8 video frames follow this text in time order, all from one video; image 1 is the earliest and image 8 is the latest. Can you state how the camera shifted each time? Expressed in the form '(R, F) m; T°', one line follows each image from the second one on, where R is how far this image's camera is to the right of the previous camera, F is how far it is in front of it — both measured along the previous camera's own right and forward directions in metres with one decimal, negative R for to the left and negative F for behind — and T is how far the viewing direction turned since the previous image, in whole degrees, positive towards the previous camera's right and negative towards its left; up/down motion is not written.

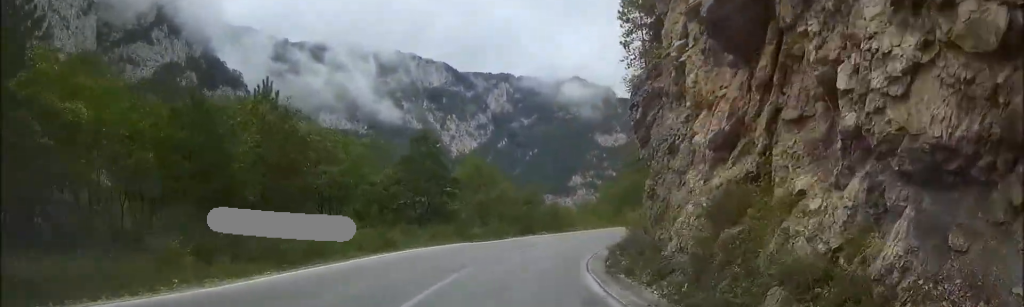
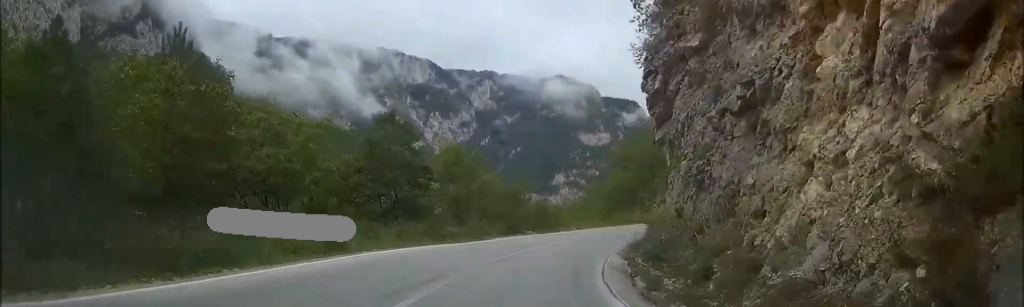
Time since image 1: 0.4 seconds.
(-0.1, +6.3) m; +1°
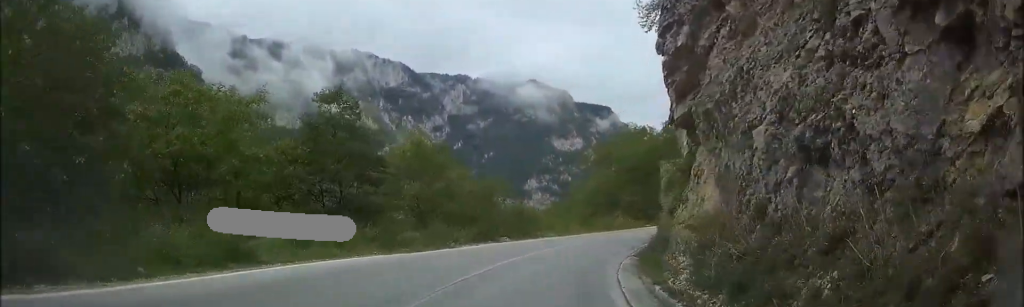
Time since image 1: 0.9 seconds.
(+0.1, +6.2) m; +2°
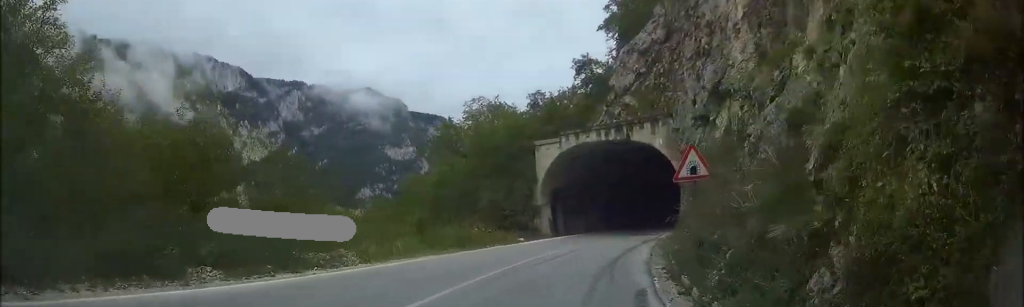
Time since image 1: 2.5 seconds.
(+2.2, +23.0) m; +13°
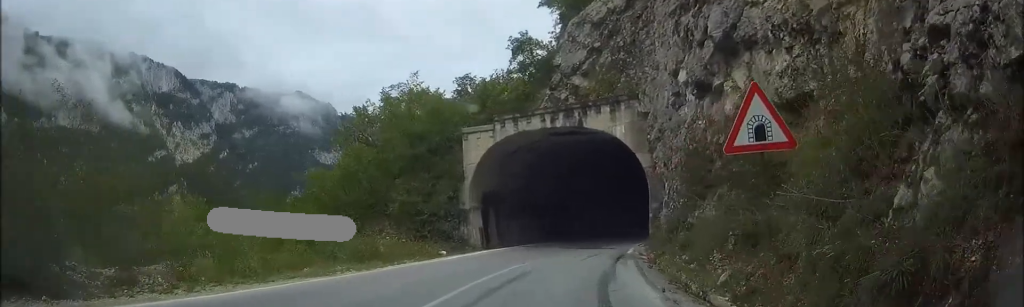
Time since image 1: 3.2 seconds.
(+0.6, +8.7) m; +5°
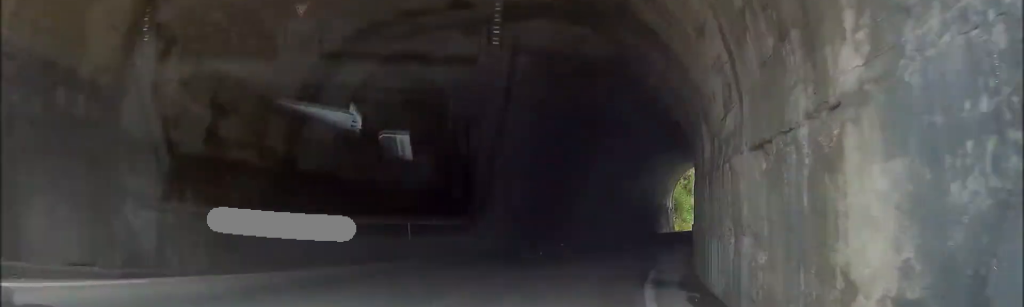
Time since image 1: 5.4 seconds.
(+4.5, +30.1) m; +14°
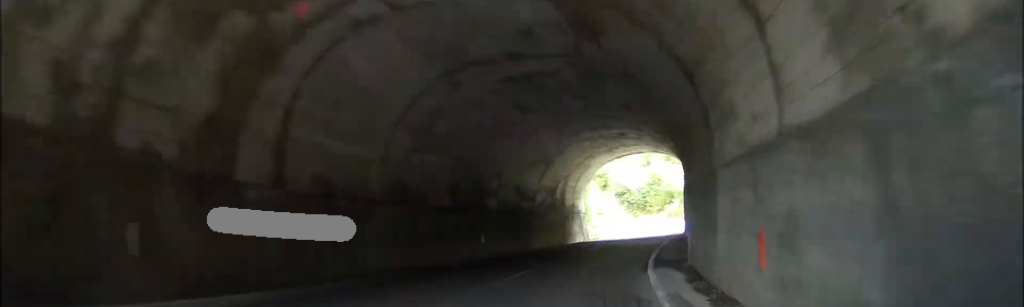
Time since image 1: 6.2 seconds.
(+0.3, +12.0) m; +2°
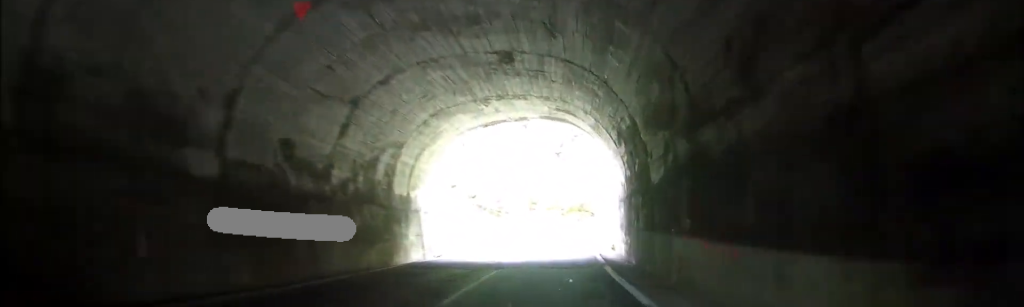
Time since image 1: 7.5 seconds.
(+0.2, +19.2) m; +1°
